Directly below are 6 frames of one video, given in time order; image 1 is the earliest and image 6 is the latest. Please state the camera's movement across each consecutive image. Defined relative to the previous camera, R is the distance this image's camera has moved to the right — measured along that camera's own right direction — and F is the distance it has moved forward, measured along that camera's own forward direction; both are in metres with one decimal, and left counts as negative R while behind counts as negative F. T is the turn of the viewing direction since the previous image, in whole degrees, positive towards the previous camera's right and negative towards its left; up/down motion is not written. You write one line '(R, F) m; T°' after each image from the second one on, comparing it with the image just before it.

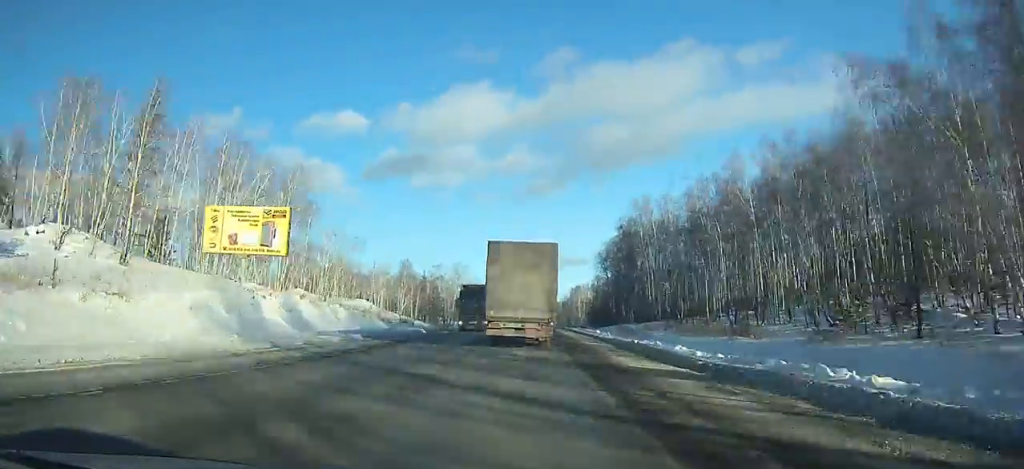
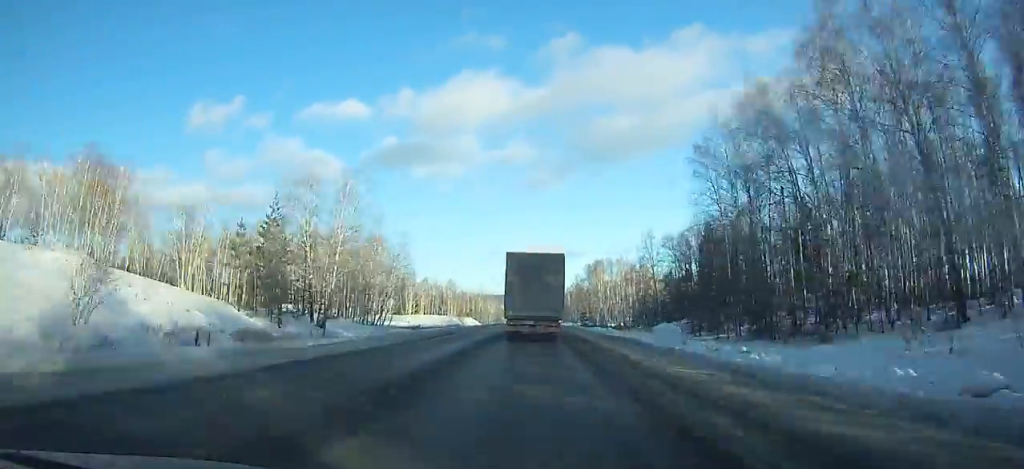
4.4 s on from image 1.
(0.0, +85.1) m; +1°
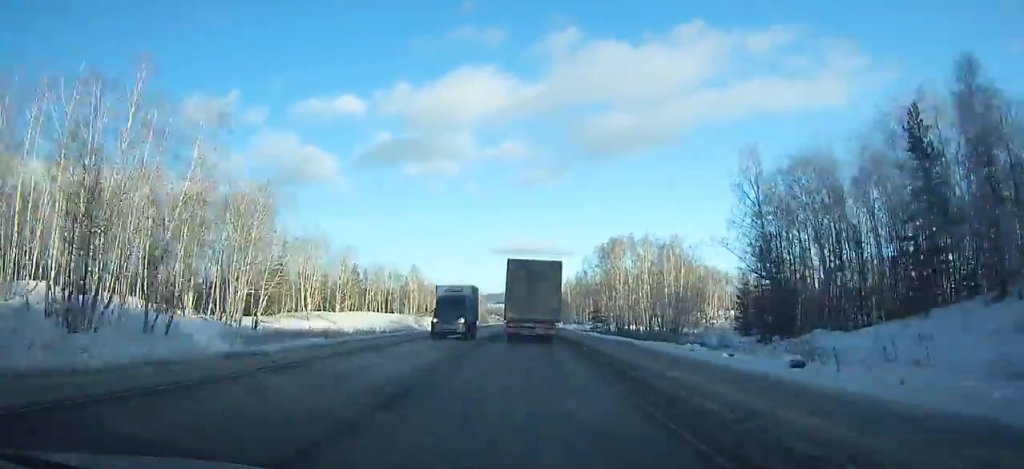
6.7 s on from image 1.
(+0.5, +47.1) m; +1°
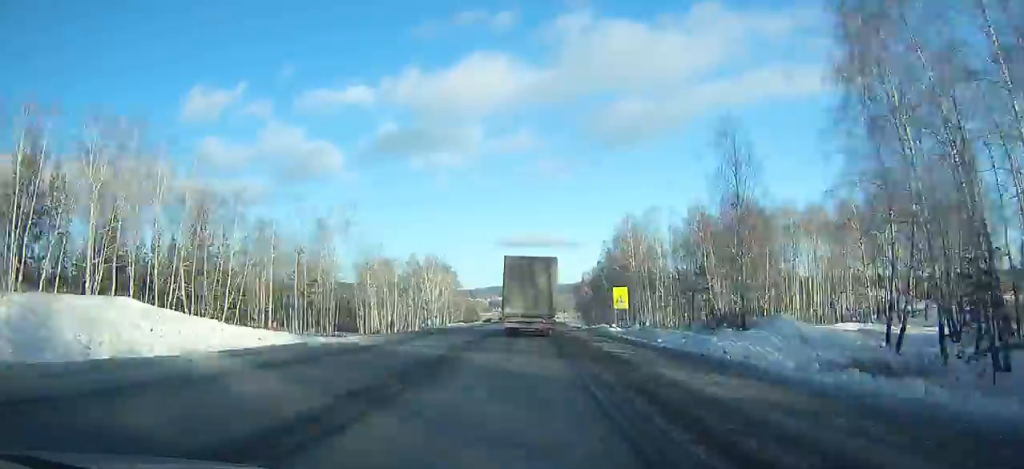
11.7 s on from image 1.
(+0.5, +106.8) m; 0°
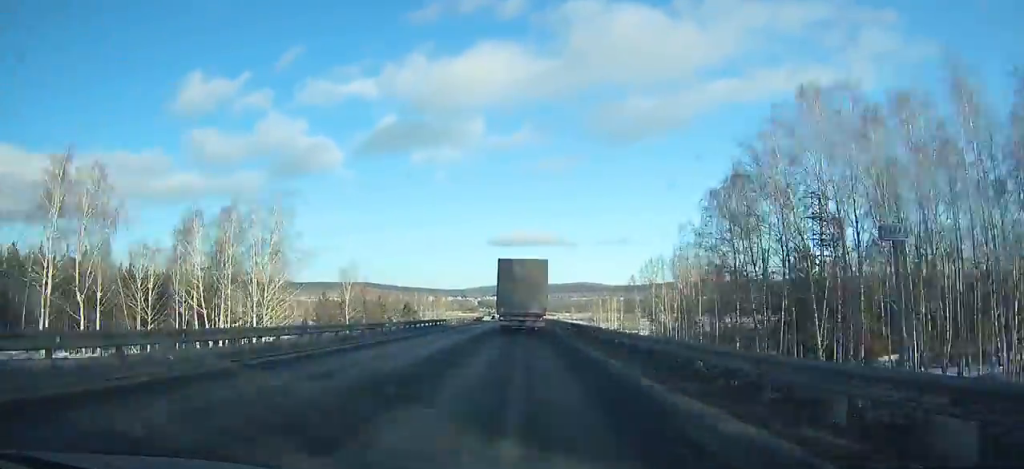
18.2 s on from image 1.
(+0.3, +144.2) m; 0°
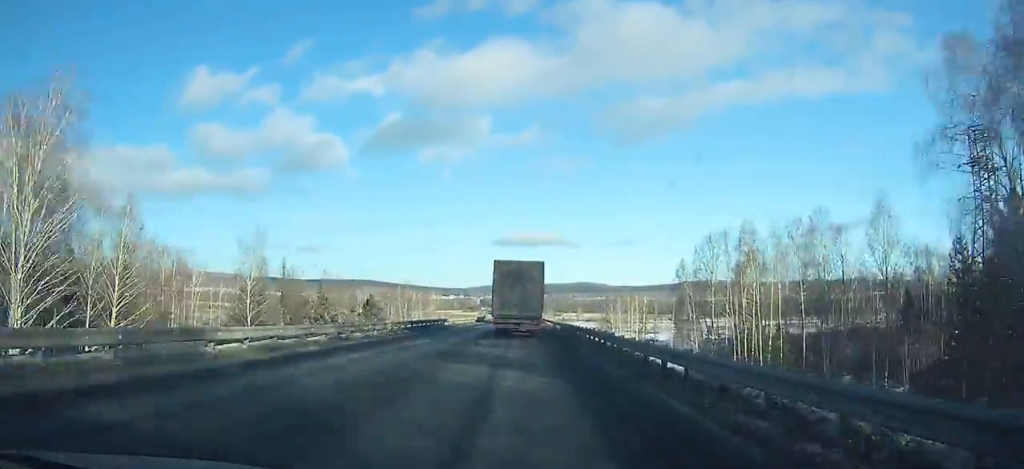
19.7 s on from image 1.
(0.0, +33.5) m; 0°
